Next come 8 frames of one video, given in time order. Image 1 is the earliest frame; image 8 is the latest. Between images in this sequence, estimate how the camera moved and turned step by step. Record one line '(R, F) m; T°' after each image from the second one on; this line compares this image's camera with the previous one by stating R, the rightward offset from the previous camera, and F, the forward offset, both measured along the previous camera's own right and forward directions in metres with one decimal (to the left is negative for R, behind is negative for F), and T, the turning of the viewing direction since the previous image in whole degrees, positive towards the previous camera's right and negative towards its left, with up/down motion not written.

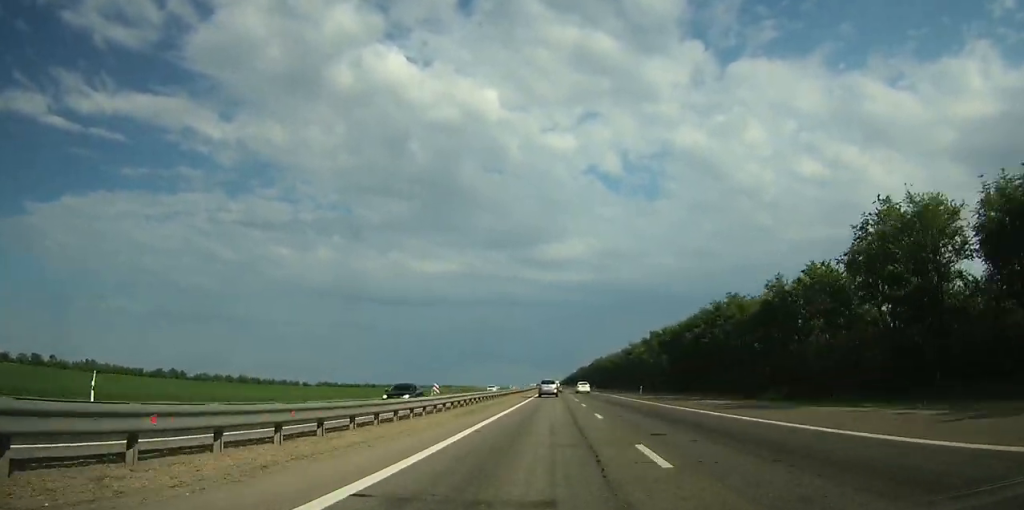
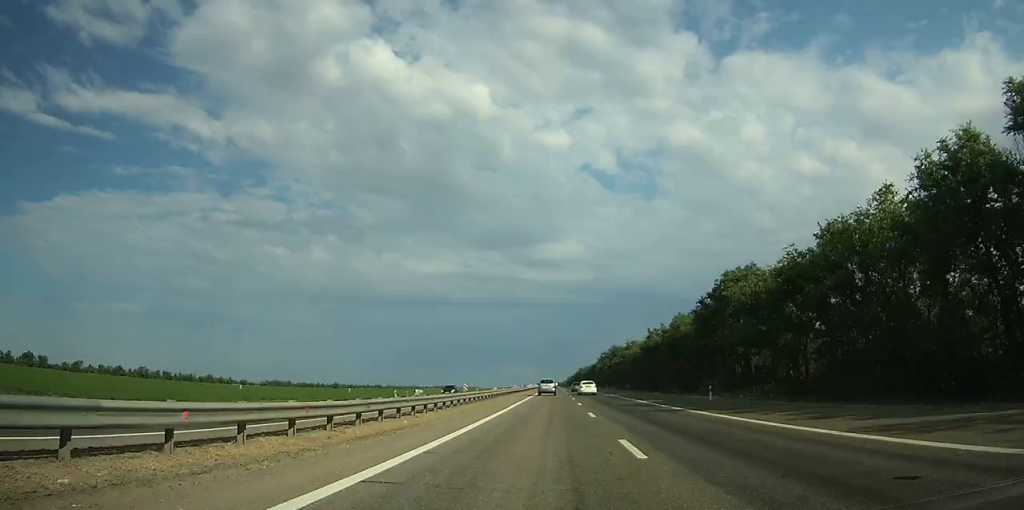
(+0.2, +192.5) m; 0°
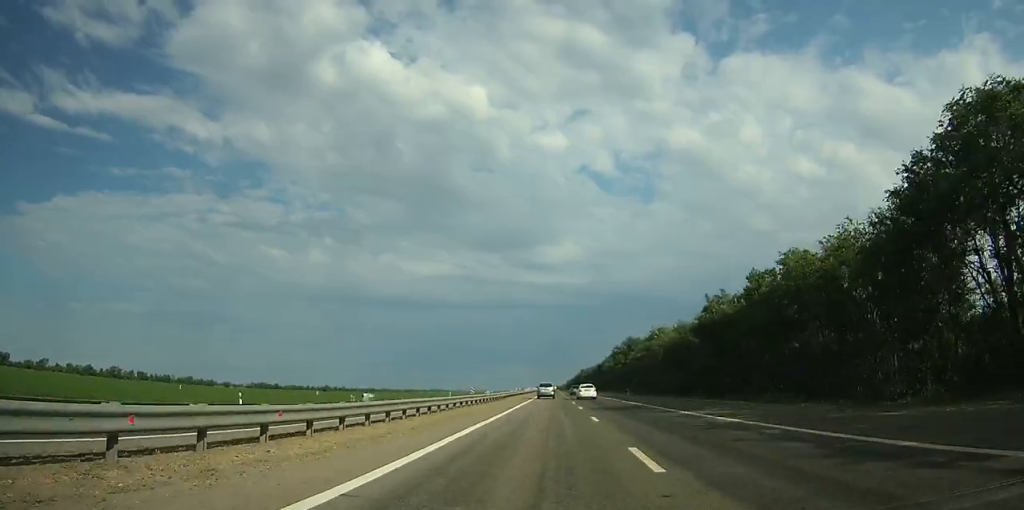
(0.0, +35.9) m; 0°
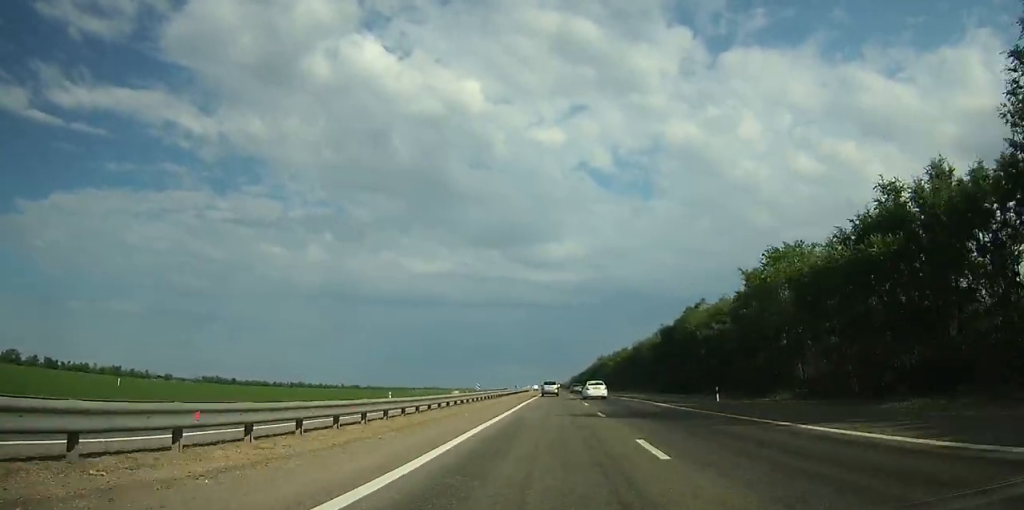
(-0.2, +114.5) m; 0°
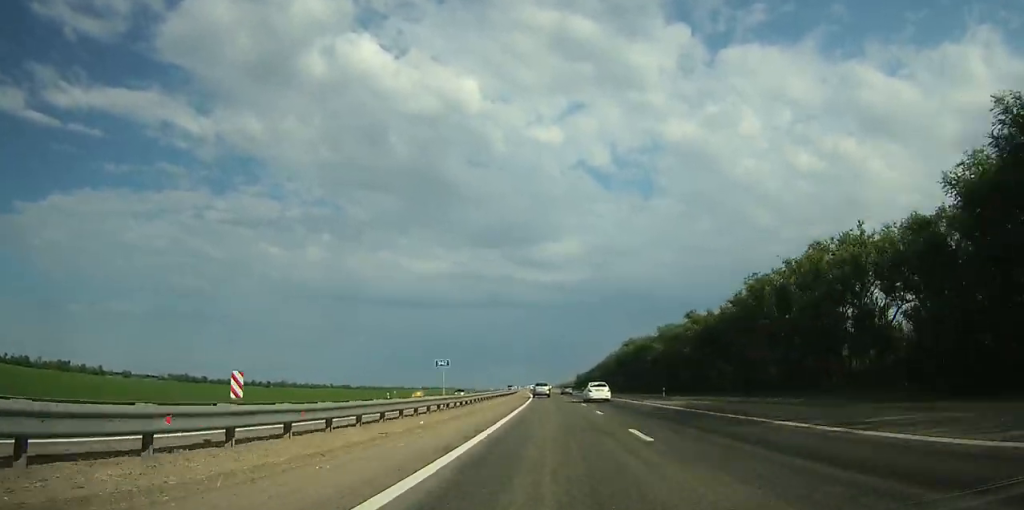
(-0.1, +70.0) m; -1°
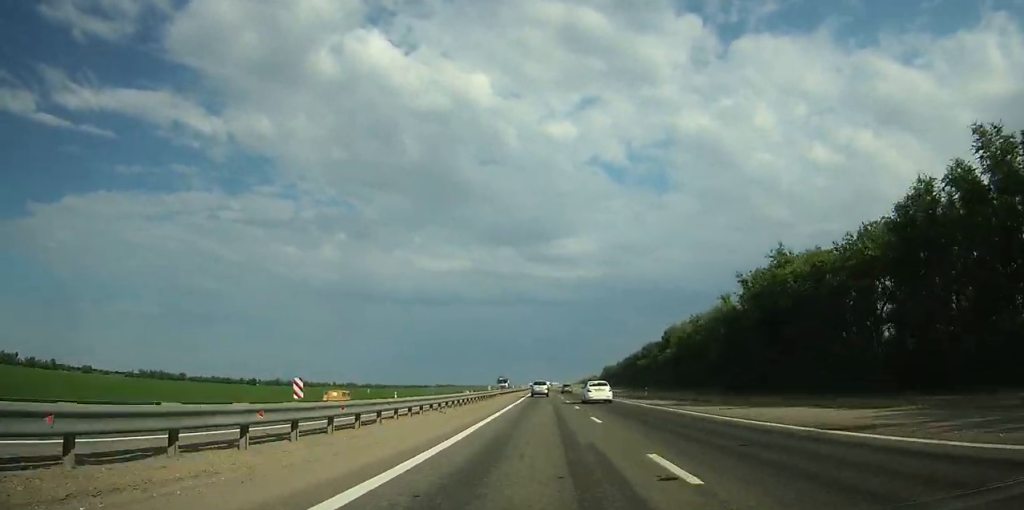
(-0.7, +79.1) m; -1°
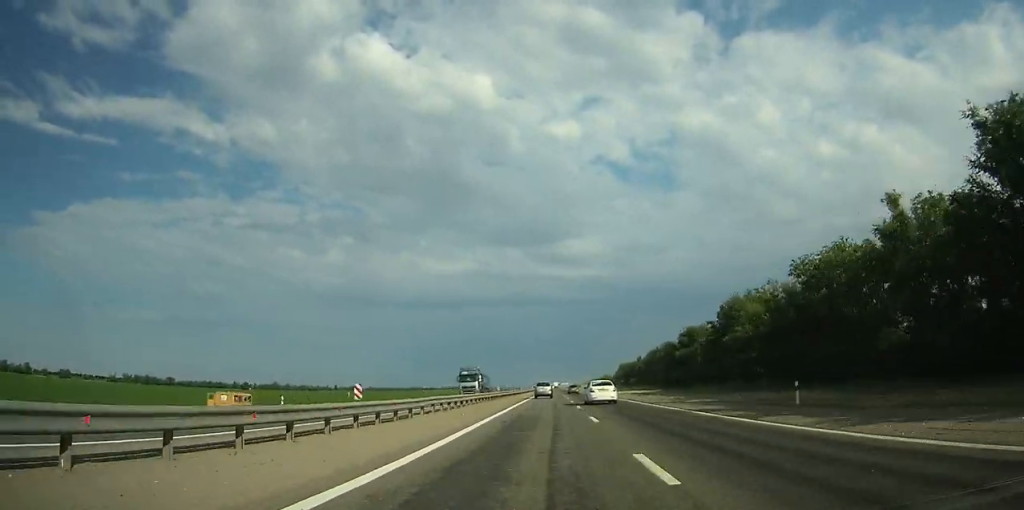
(-0.2, +36.6) m; -1°
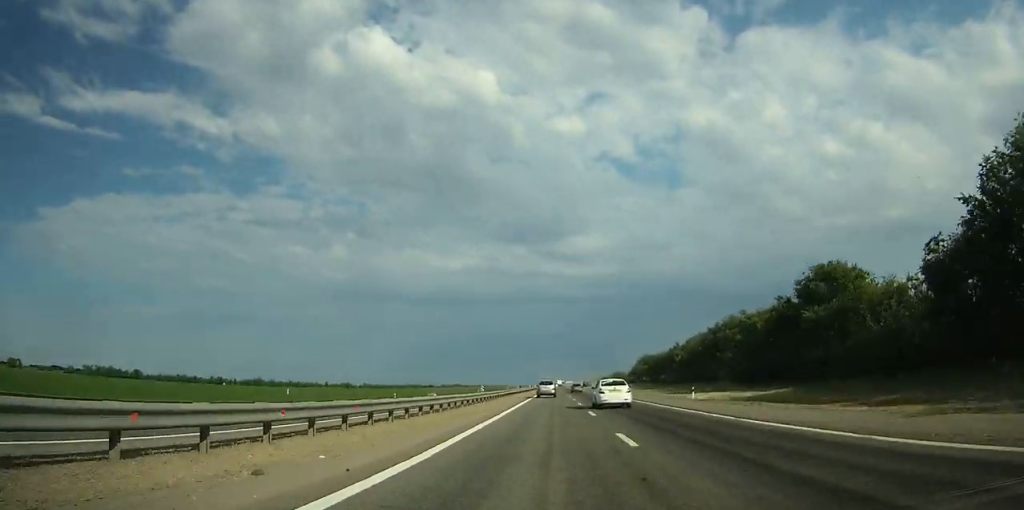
(-0.4, +54.6) m; 0°
